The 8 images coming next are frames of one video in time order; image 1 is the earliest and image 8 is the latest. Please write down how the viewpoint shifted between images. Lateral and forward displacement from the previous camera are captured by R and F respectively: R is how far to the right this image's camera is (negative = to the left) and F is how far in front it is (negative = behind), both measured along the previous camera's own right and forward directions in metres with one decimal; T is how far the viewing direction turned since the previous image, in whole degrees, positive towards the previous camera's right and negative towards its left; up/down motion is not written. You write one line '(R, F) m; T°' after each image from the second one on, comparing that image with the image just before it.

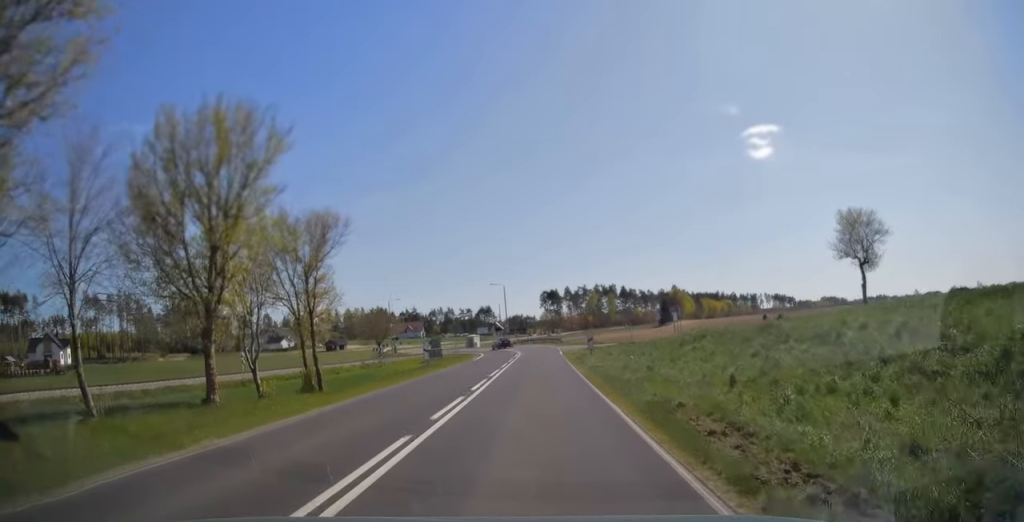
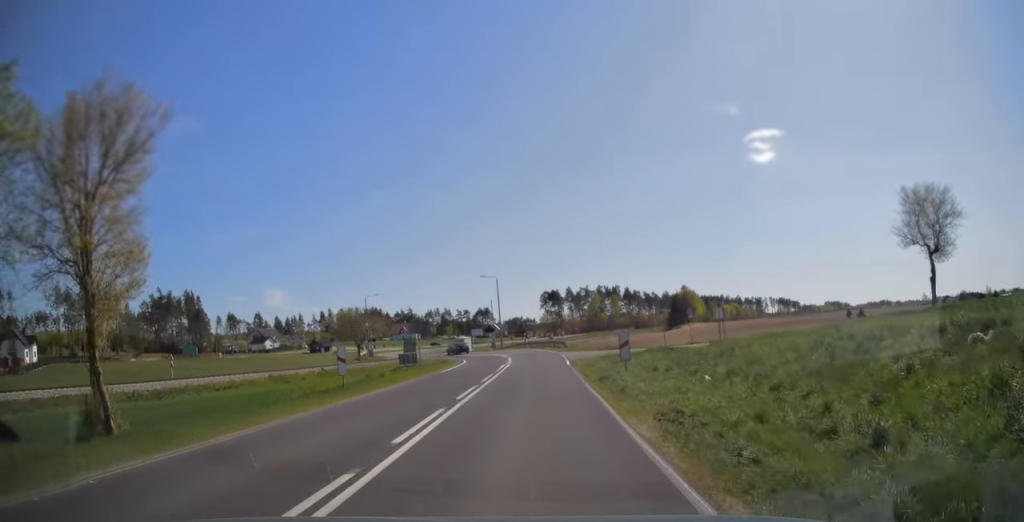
(0.0, +13.9) m; 0°
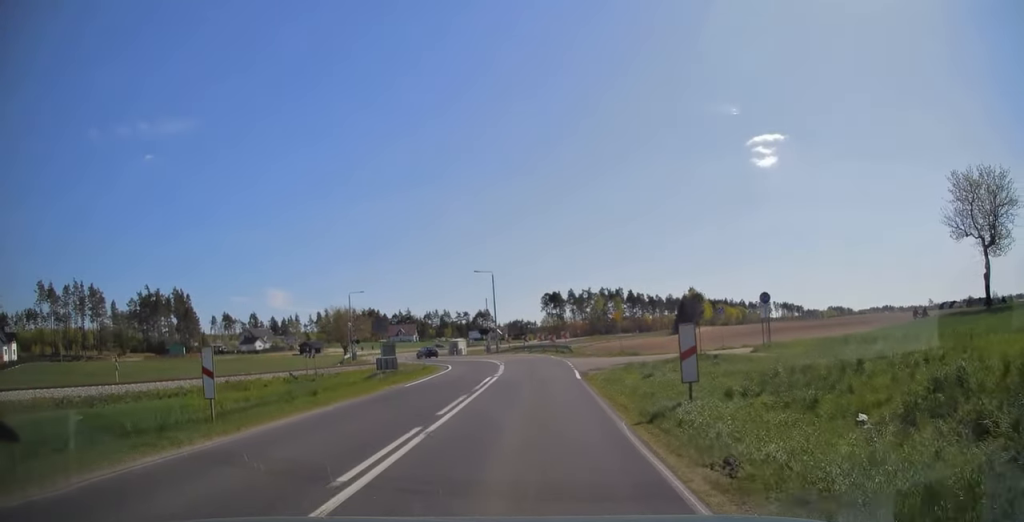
(0.0, +8.2) m; 0°
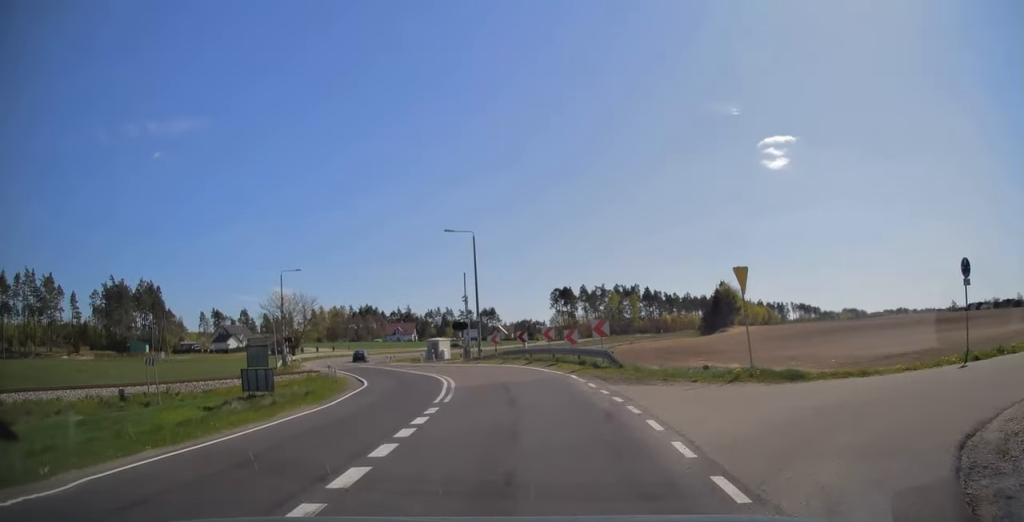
(-0.4, +24.6) m; -4°
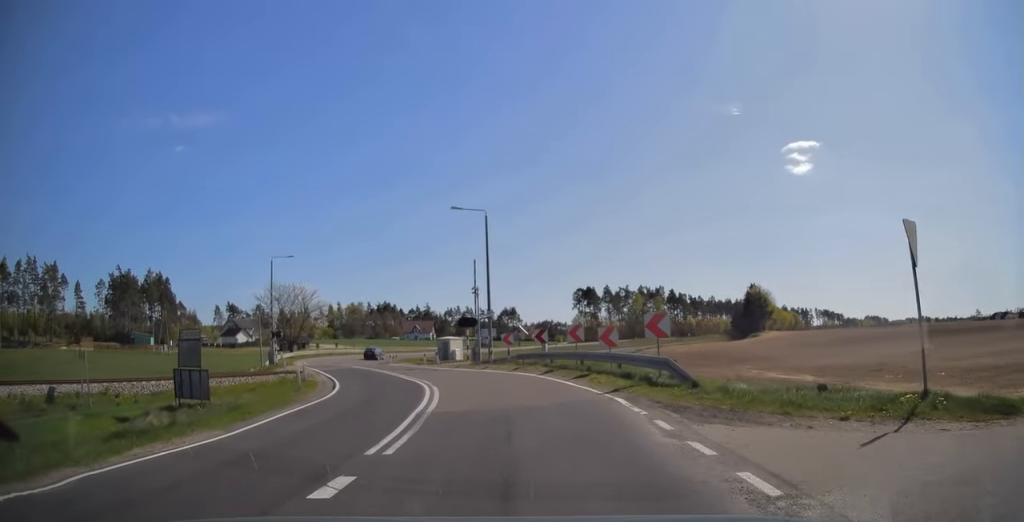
(-0.3, +7.0) m; -4°
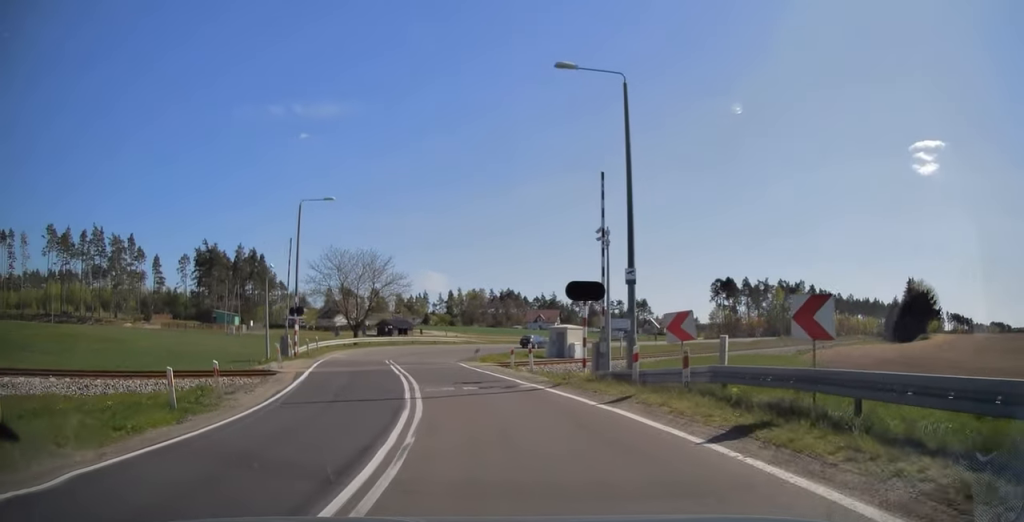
(-1.6, +18.1) m; -12°
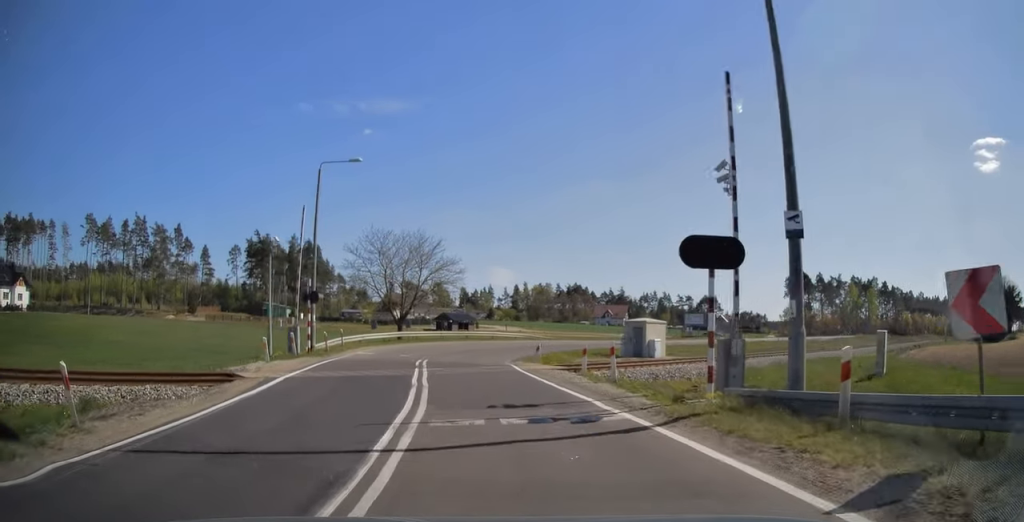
(-0.3, +7.2) m; -4°
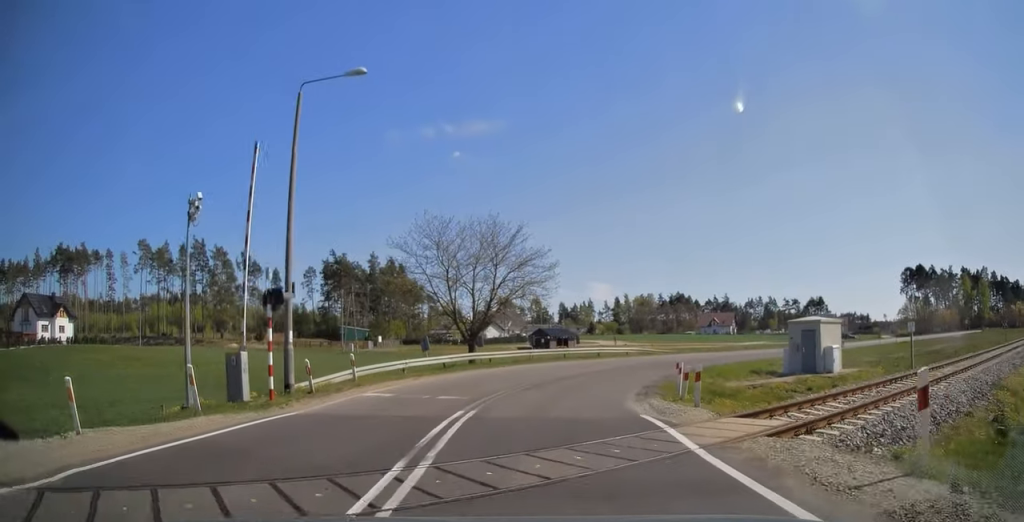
(-0.7, +12.7) m; -2°
